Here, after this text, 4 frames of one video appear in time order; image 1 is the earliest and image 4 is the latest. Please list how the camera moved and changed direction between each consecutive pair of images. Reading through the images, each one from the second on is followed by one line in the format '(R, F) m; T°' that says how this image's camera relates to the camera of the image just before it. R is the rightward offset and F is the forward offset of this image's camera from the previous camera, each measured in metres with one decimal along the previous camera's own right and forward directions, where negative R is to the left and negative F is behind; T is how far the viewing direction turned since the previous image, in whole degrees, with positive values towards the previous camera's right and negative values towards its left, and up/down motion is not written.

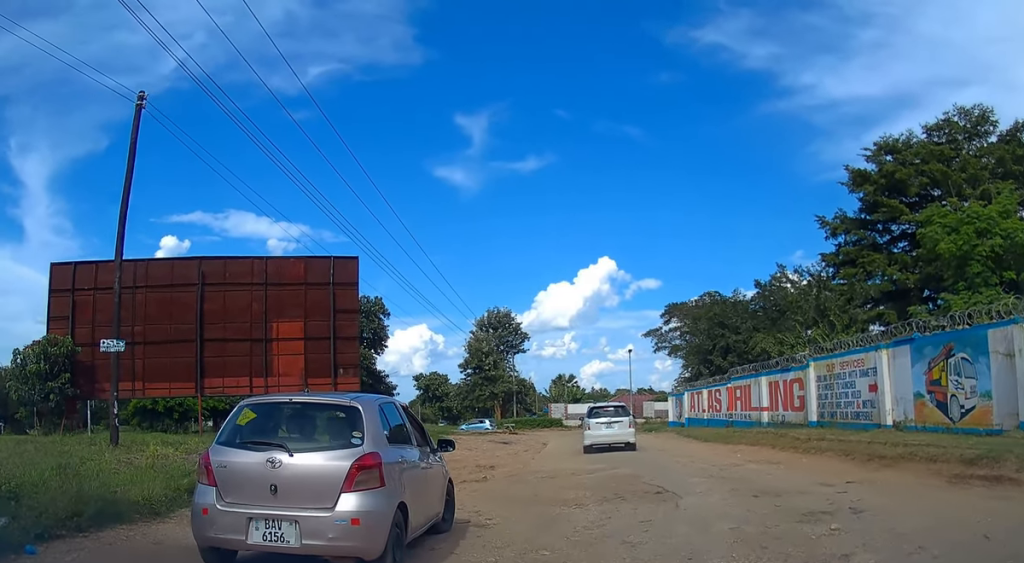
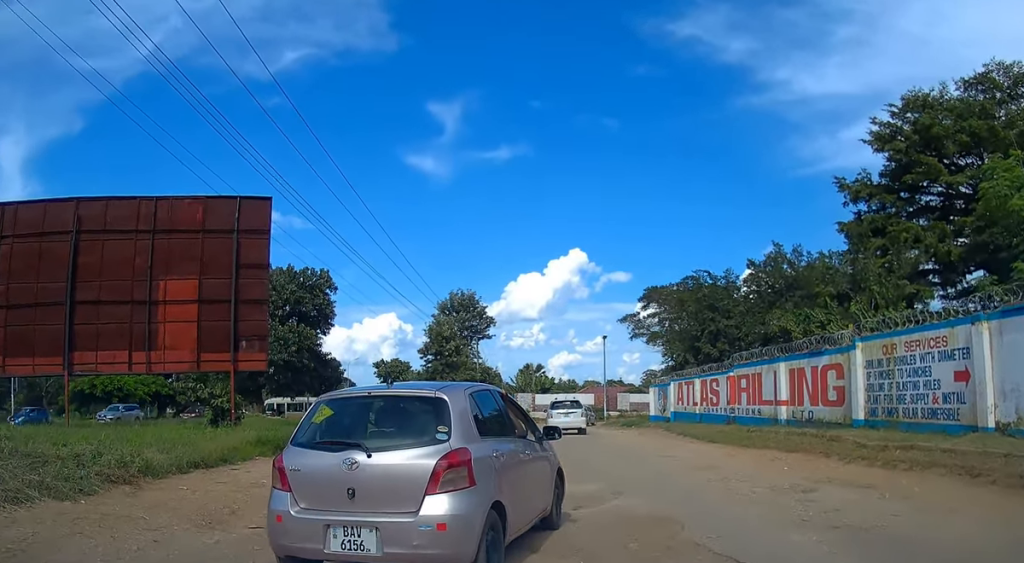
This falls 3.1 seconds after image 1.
(+0.3, +5.5) m; +3°
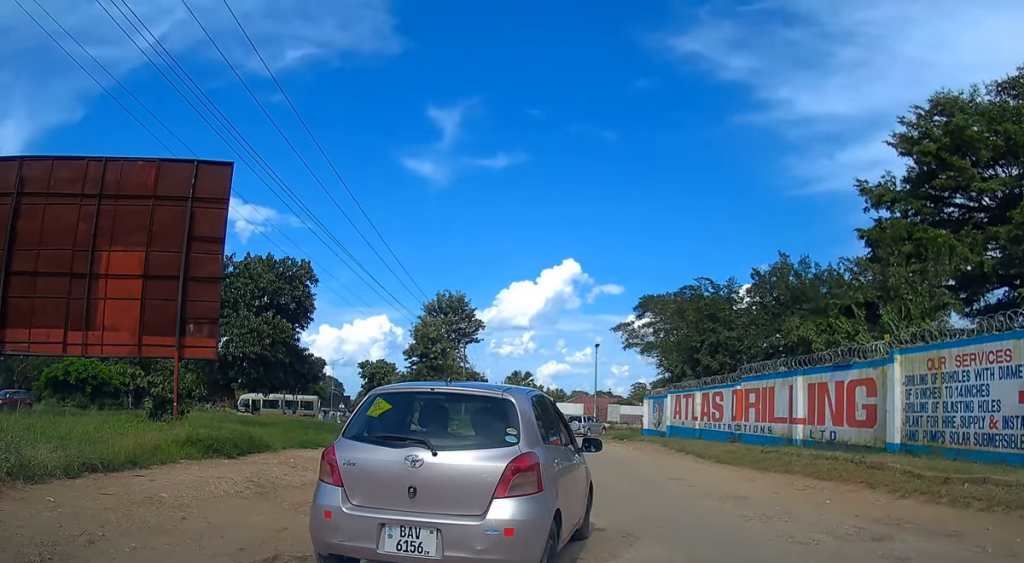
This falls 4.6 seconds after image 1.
(0.0, +3.3) m; 0°
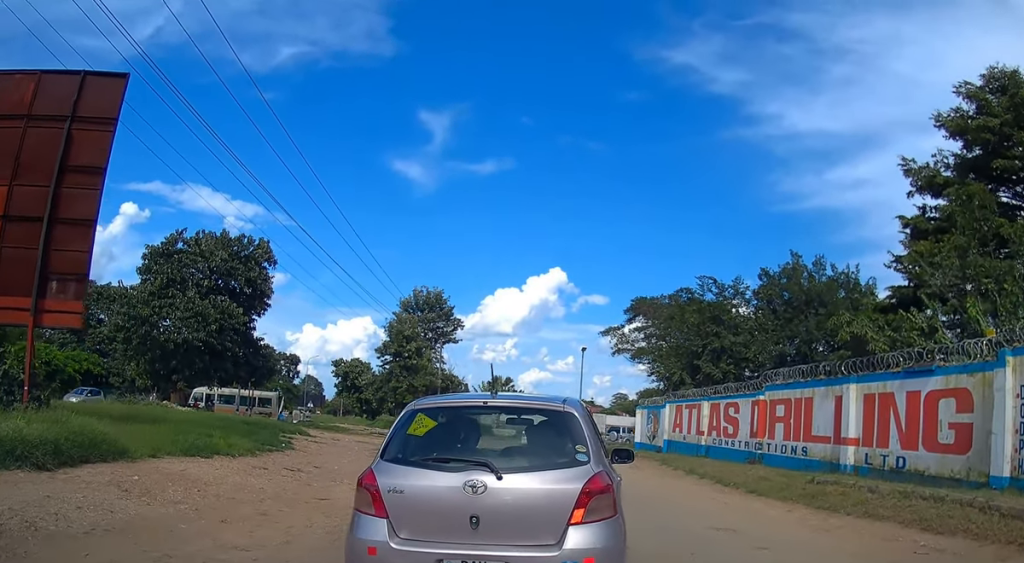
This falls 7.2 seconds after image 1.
(+0.4, +5.1) m; +4°
